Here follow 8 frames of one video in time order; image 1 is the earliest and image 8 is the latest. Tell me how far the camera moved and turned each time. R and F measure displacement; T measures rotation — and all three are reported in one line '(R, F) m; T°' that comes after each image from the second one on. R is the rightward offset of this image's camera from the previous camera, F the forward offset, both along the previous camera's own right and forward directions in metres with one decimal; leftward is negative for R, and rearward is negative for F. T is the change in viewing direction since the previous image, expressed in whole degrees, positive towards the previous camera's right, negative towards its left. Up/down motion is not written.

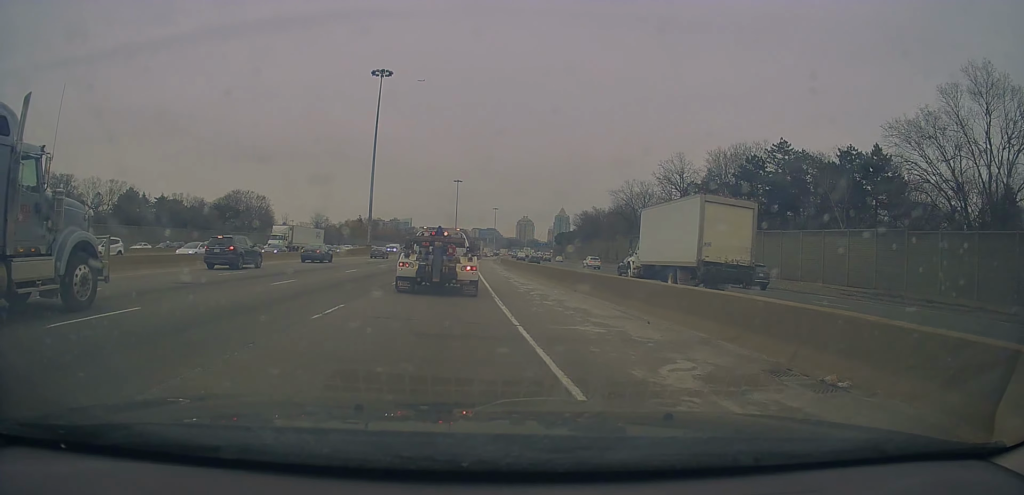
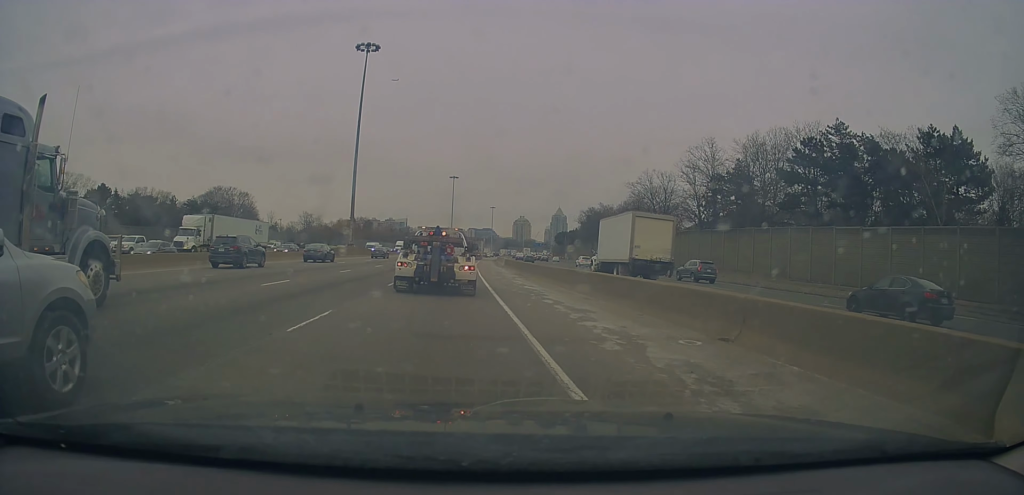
(-0.2, +13.5) m; 0°
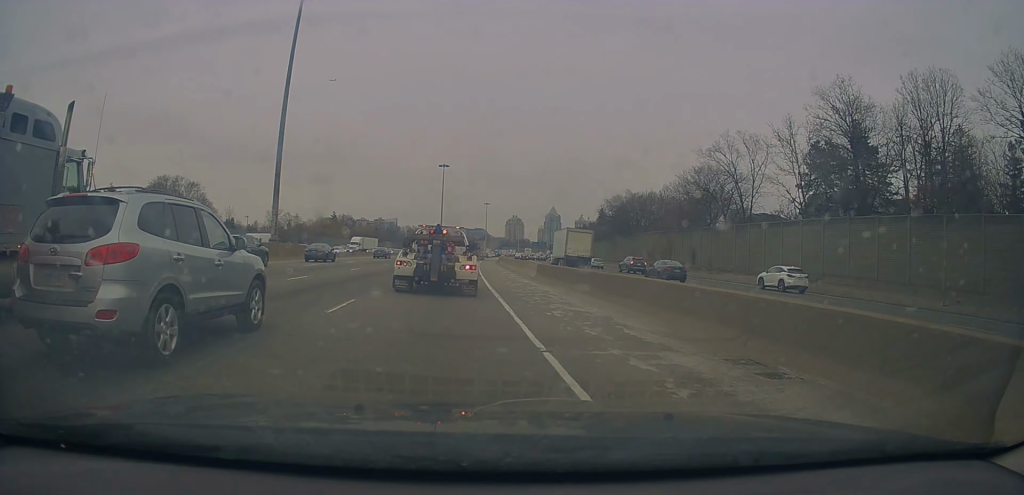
(+0.5, +30.0) m; +2°
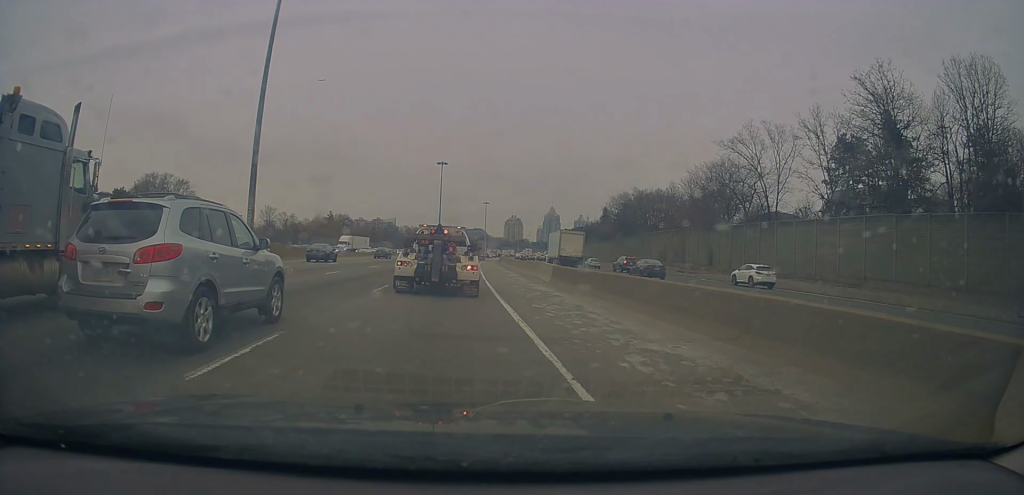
(+0.1, +4.7) m; 0°
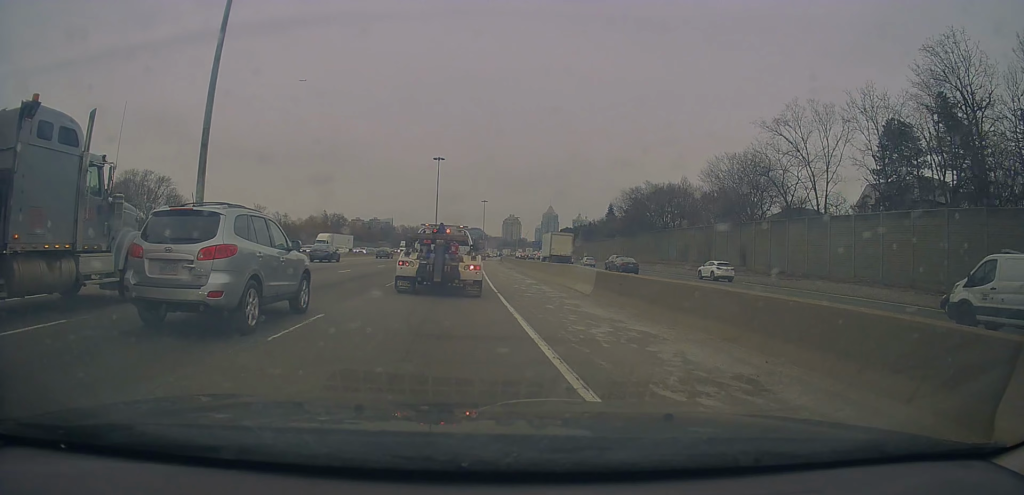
(0.0, +7.5) m; -1°
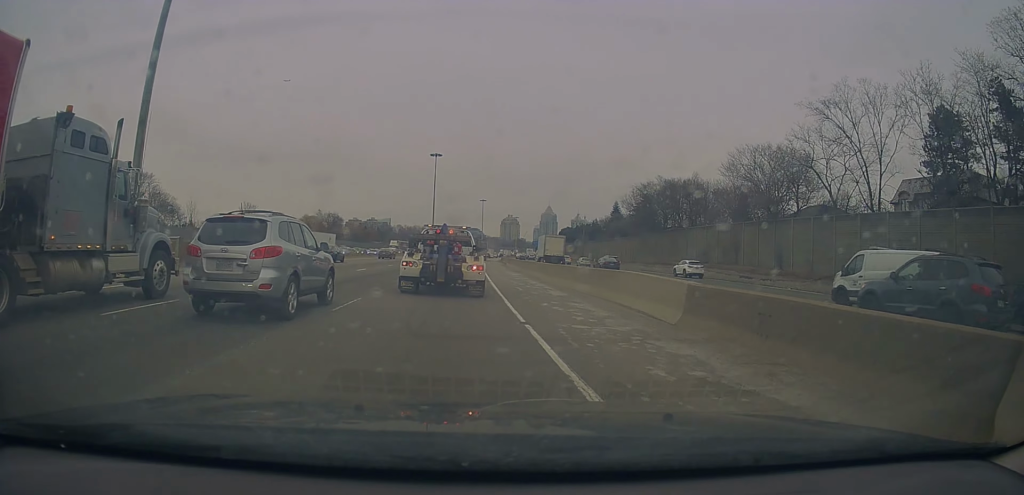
(0.0, +7.0) m; -1°
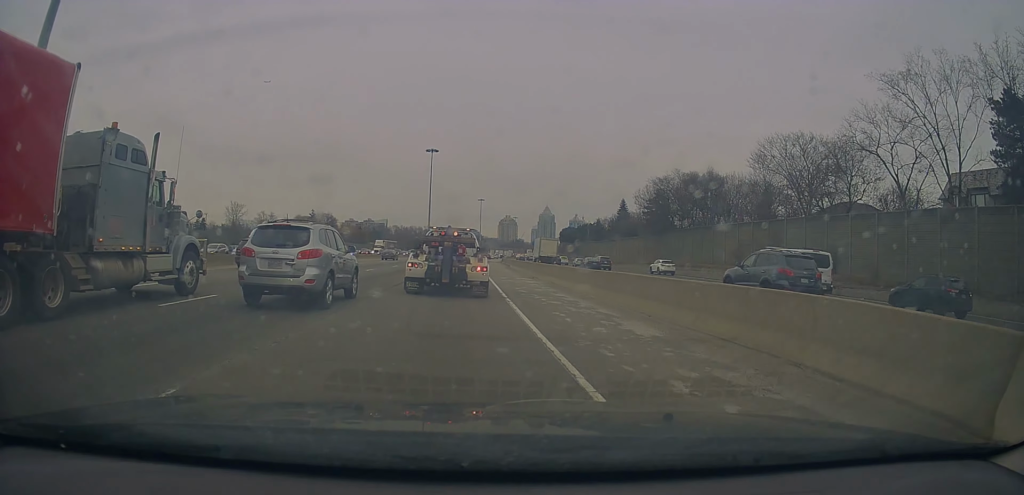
(-0.2, +9.1) m; 0°
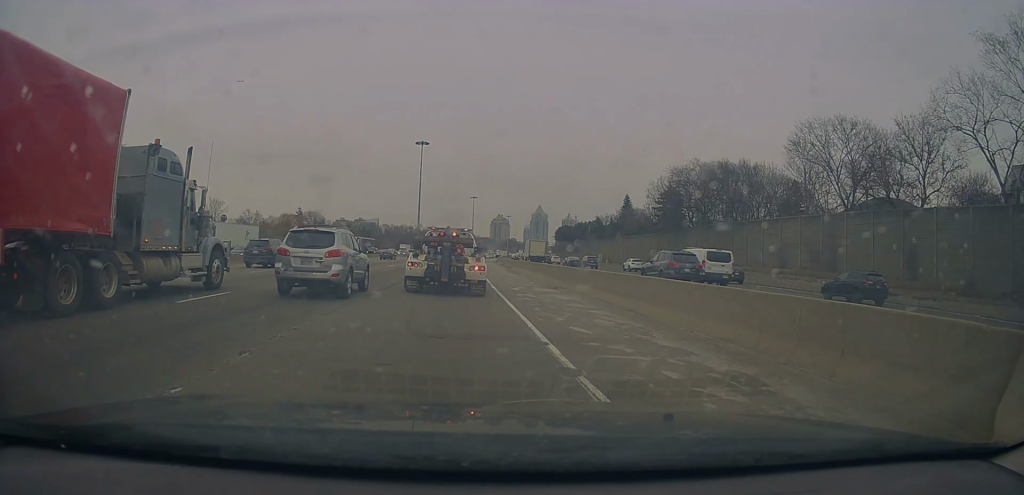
(+0.2, +10.9) m; +1°
